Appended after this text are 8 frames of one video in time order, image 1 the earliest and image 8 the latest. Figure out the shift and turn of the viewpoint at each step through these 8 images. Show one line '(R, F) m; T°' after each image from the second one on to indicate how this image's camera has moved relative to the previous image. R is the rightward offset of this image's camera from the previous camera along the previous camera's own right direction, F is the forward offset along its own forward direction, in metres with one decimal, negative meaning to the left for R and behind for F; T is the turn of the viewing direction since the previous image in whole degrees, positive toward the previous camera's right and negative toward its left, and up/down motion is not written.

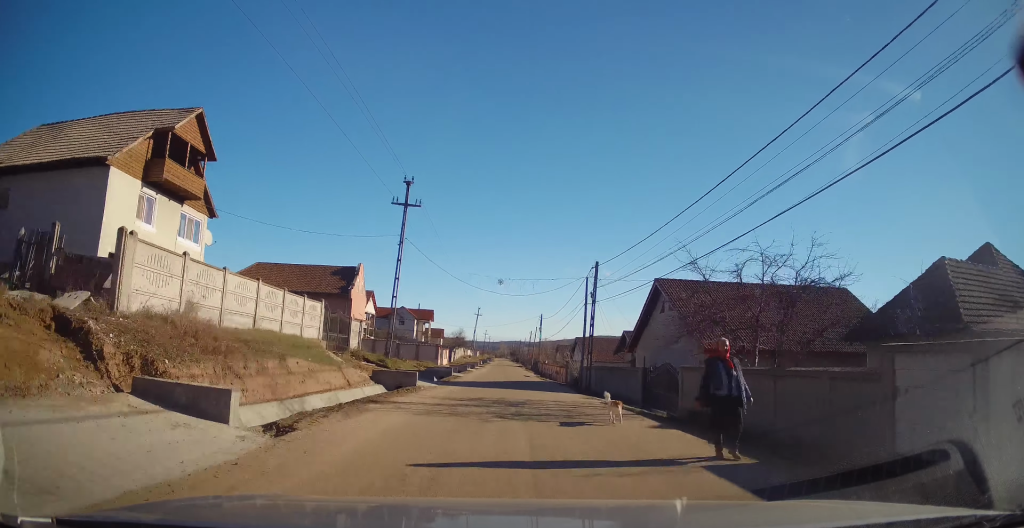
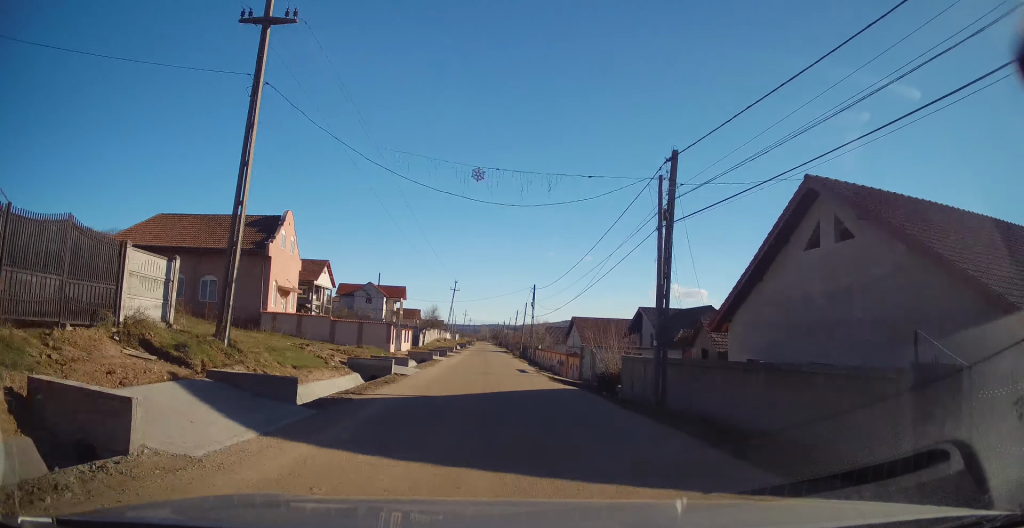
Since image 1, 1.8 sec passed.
(+1.0, +16.0) m; +4°
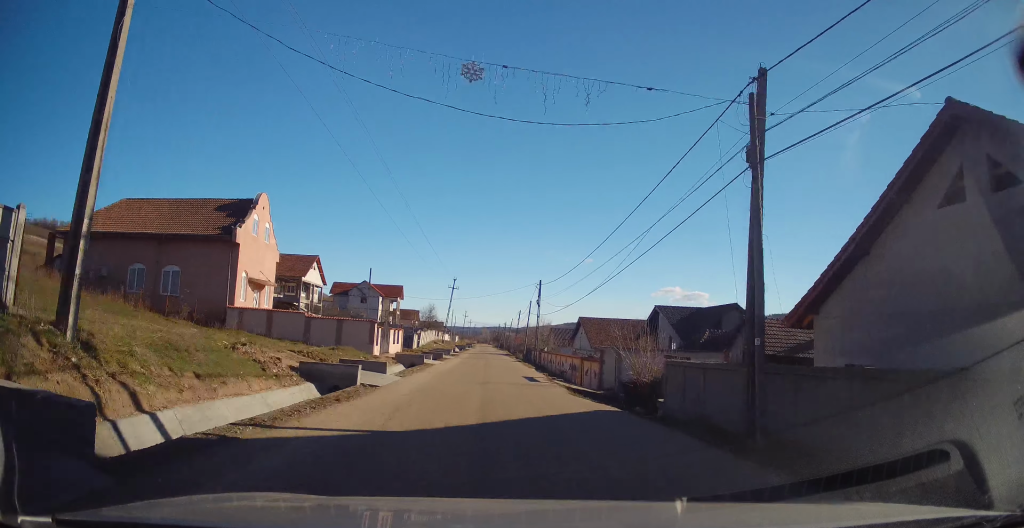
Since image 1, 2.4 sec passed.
(-0.1, +5.3) m; 0°
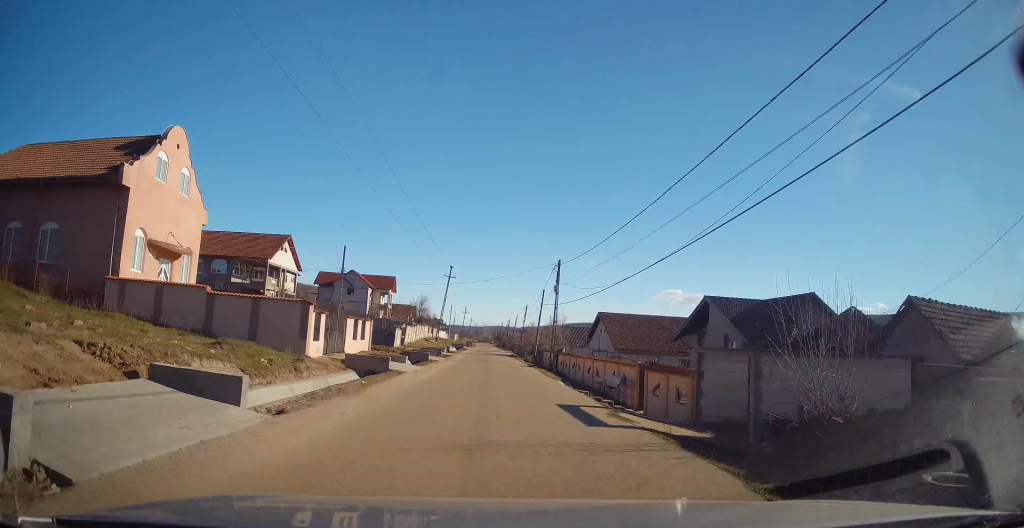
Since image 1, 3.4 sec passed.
(+0.1, +11.8) m; 0°
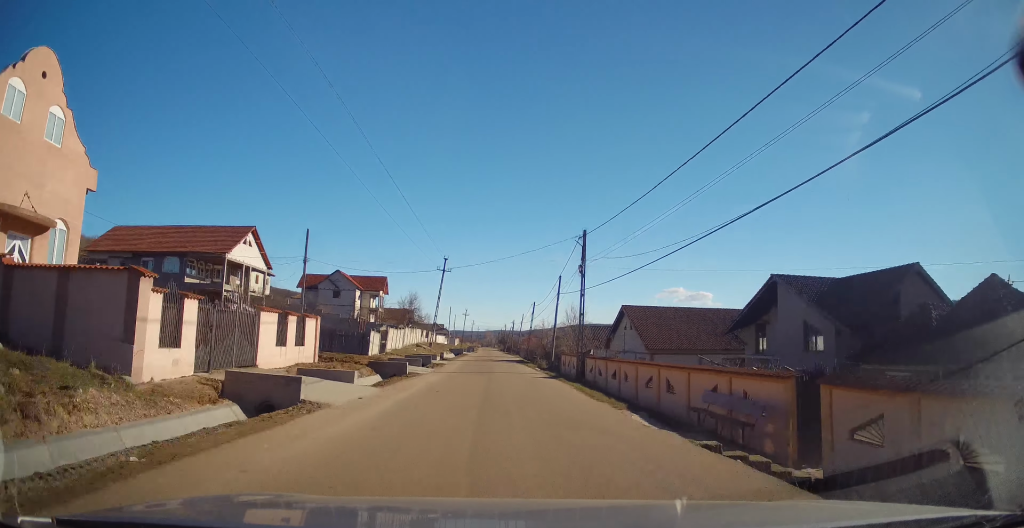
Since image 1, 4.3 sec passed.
(-0.1, +10.2) m; 0°
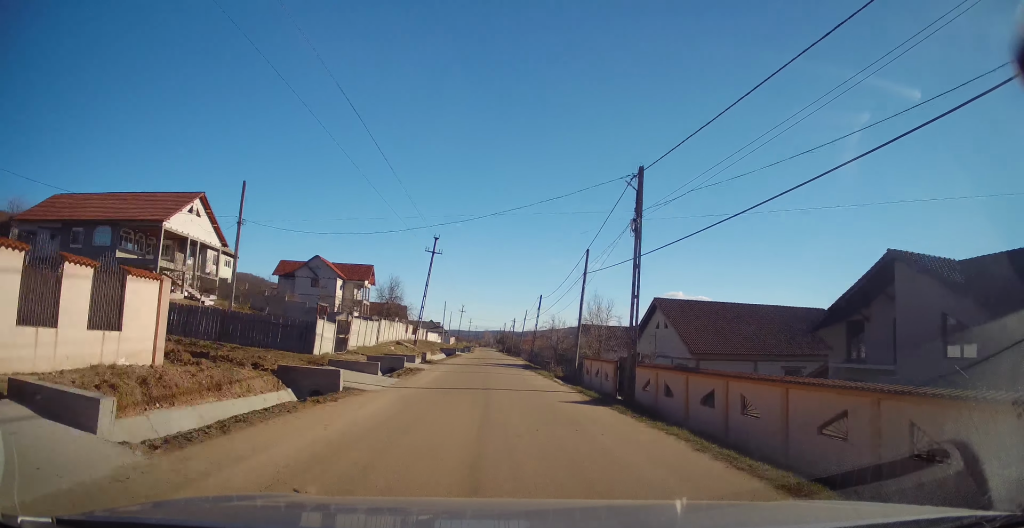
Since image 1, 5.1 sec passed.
(+0.1, +10.5) m; -1°
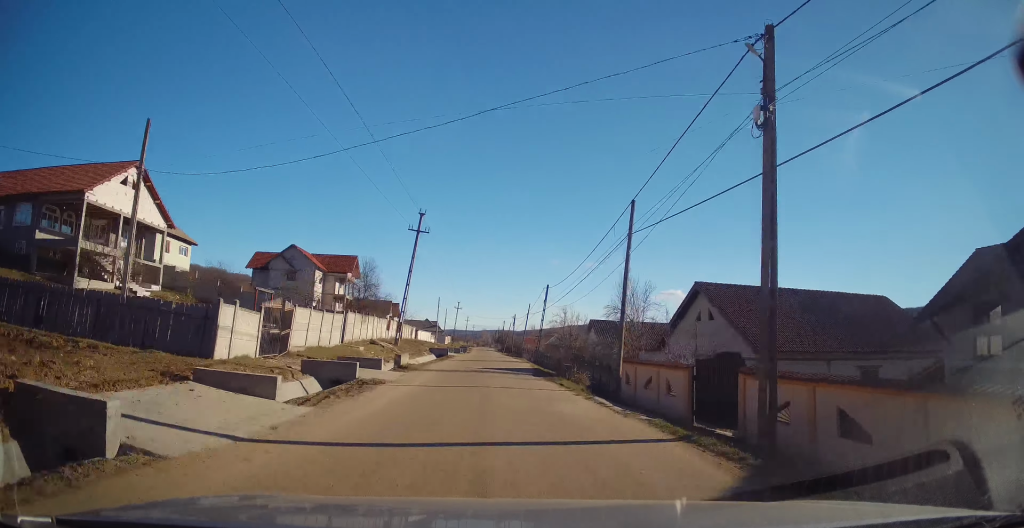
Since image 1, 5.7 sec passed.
(+0.1, +8.6) m; -1°
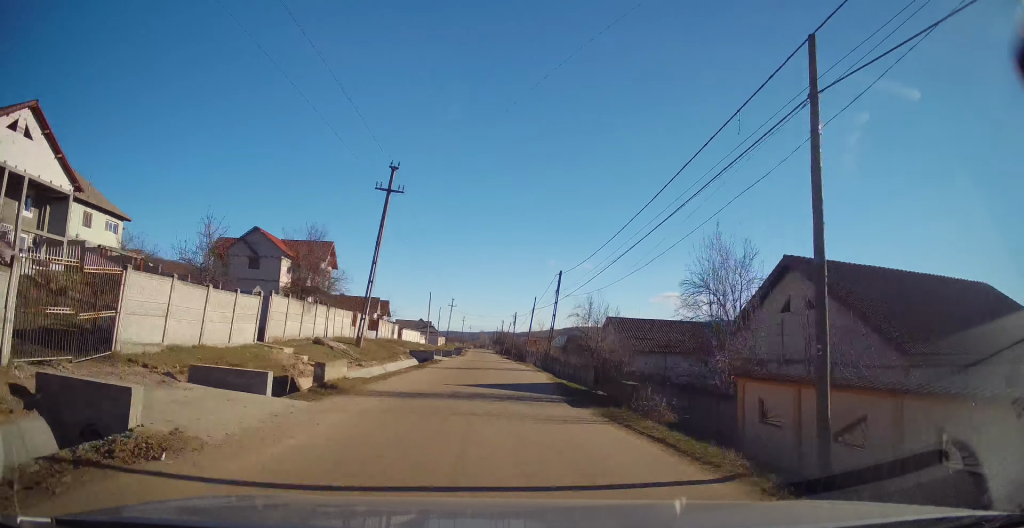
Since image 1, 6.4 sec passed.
(-0.5, +10.4) m; 0°
